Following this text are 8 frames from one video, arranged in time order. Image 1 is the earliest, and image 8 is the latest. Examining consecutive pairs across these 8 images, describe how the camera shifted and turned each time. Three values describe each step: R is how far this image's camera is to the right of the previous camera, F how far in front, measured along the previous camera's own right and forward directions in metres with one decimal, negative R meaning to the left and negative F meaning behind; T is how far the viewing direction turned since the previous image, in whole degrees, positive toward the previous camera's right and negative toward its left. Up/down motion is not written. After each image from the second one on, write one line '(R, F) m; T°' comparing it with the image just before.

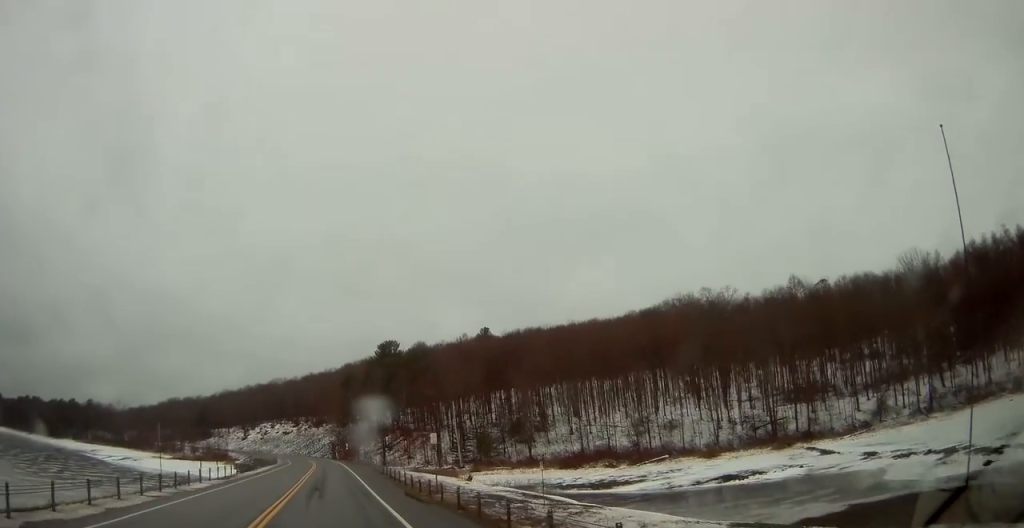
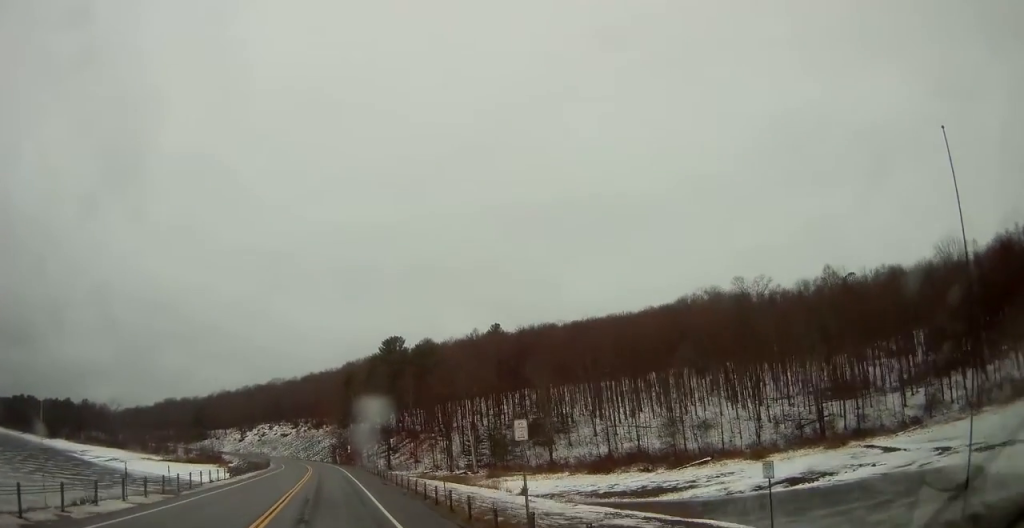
(-0.1, +11.4) m; 0°
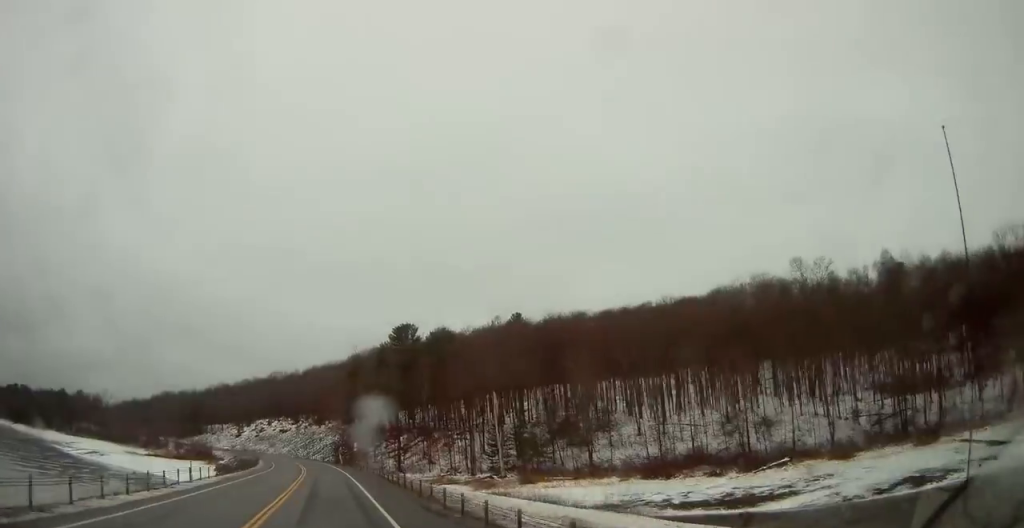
(+0.4, +16.3) m; -2°
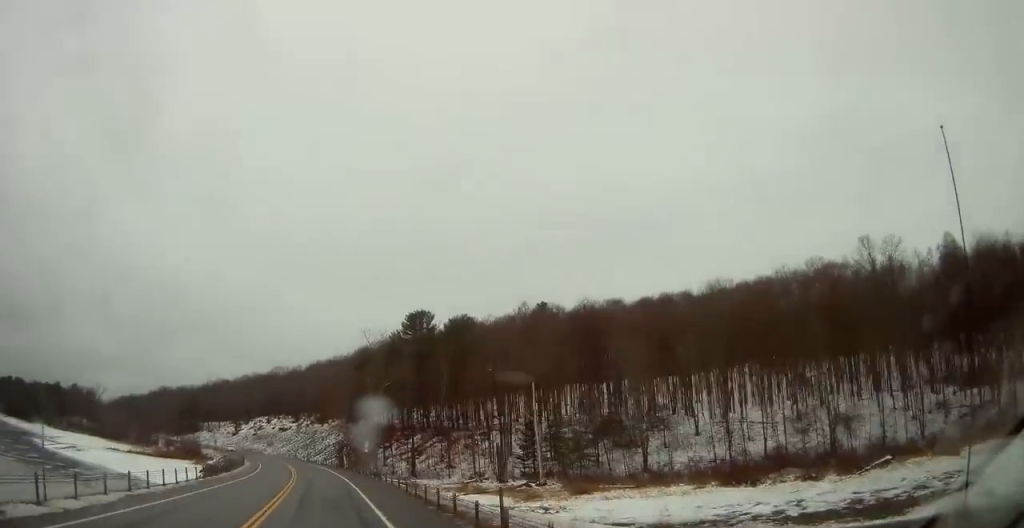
(-0.4, +16.3) m; -2°
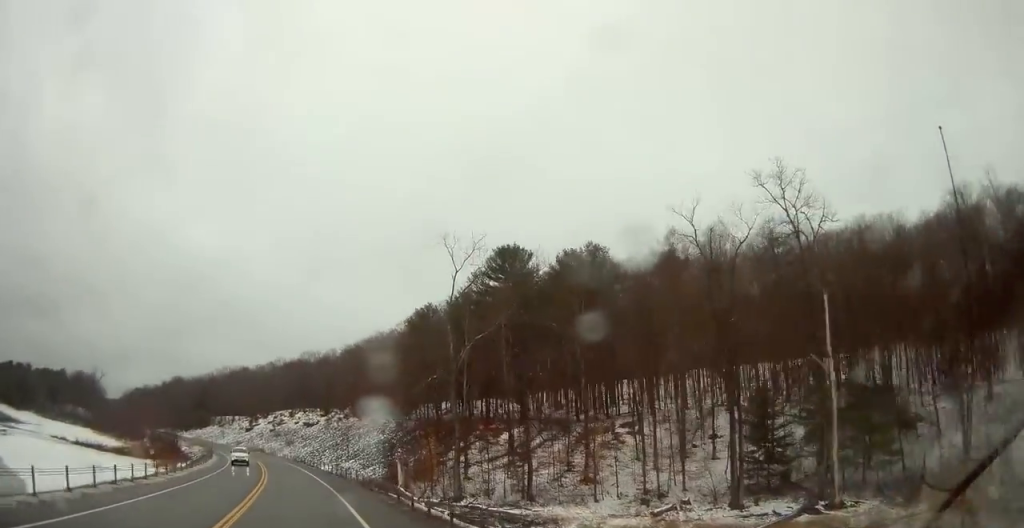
(-1.5, +45.7) m; -2°
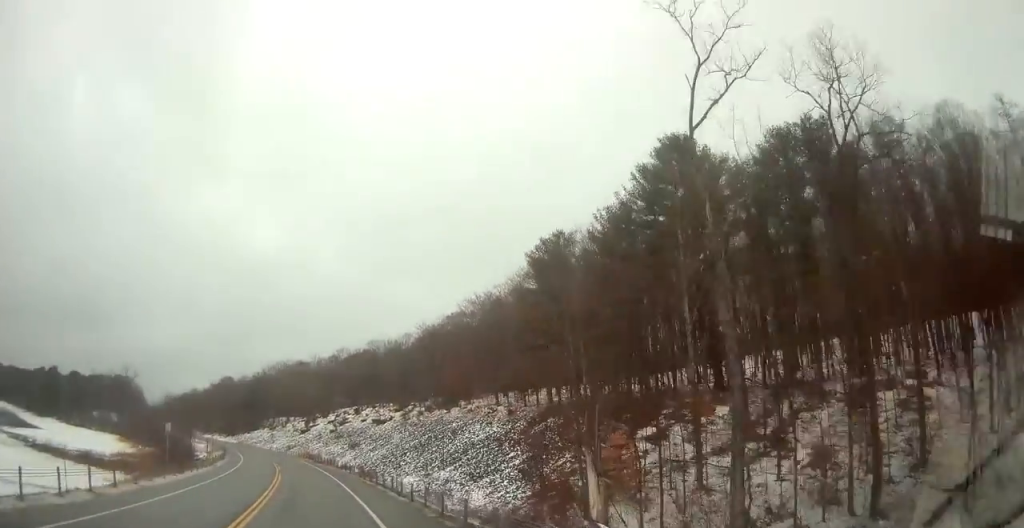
(0.0, +33.5) m; -3°
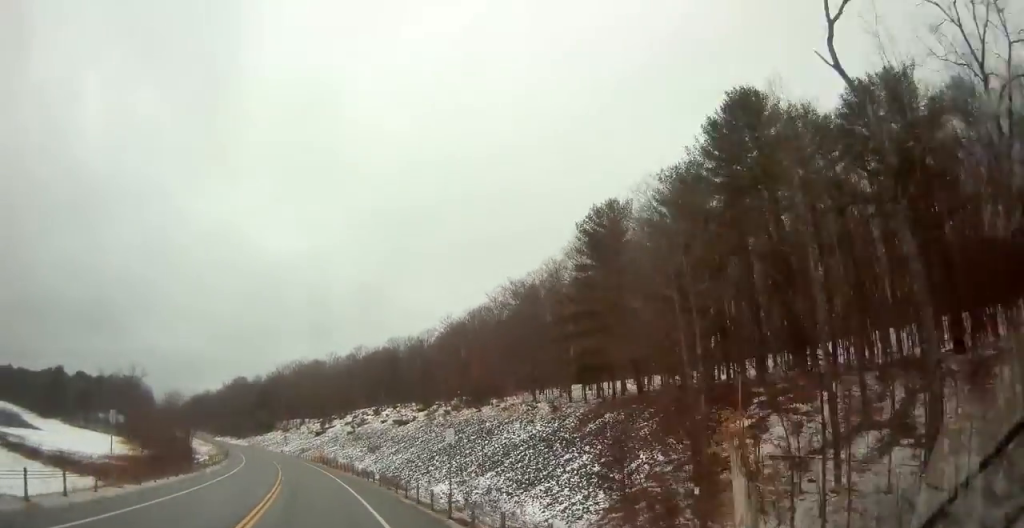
(+0.3, +9.8) m; -2°
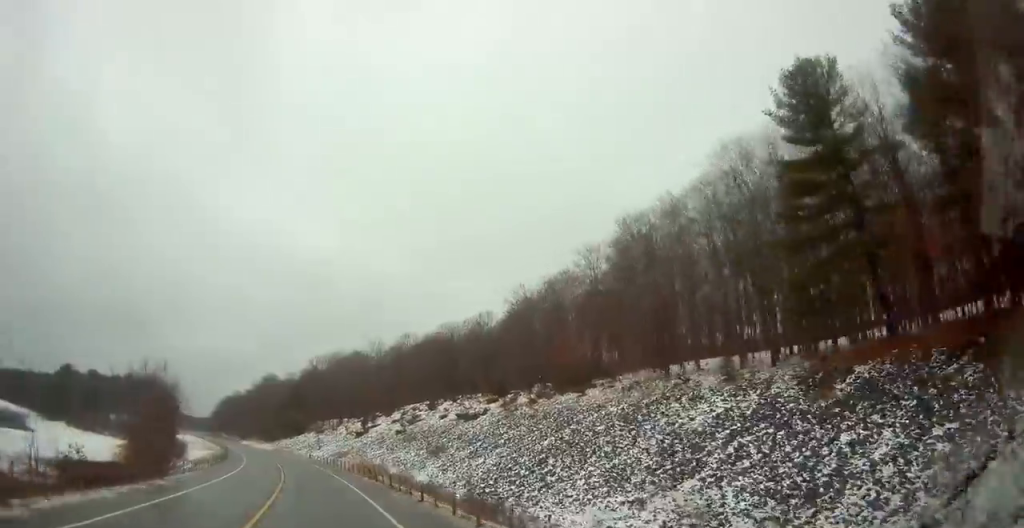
(-2.2, +26.2) m; -7°
